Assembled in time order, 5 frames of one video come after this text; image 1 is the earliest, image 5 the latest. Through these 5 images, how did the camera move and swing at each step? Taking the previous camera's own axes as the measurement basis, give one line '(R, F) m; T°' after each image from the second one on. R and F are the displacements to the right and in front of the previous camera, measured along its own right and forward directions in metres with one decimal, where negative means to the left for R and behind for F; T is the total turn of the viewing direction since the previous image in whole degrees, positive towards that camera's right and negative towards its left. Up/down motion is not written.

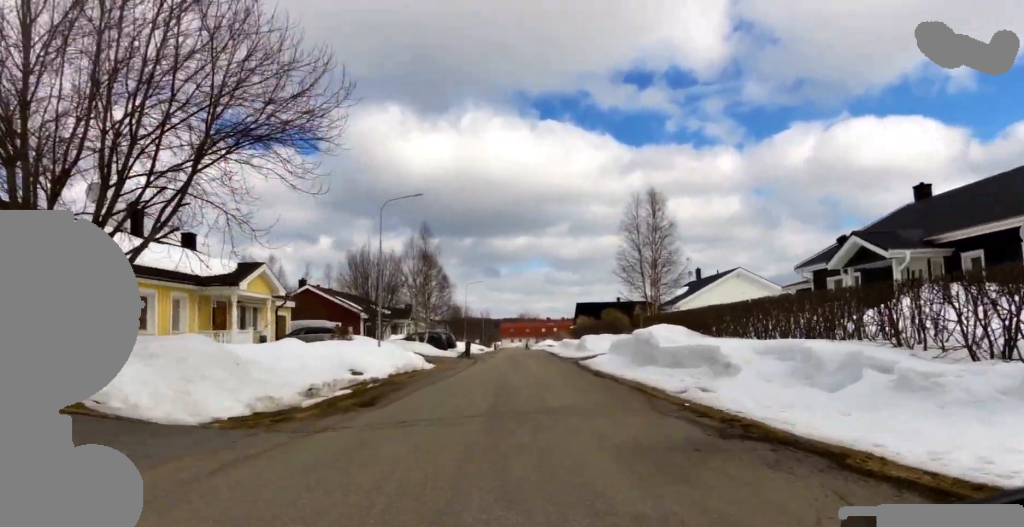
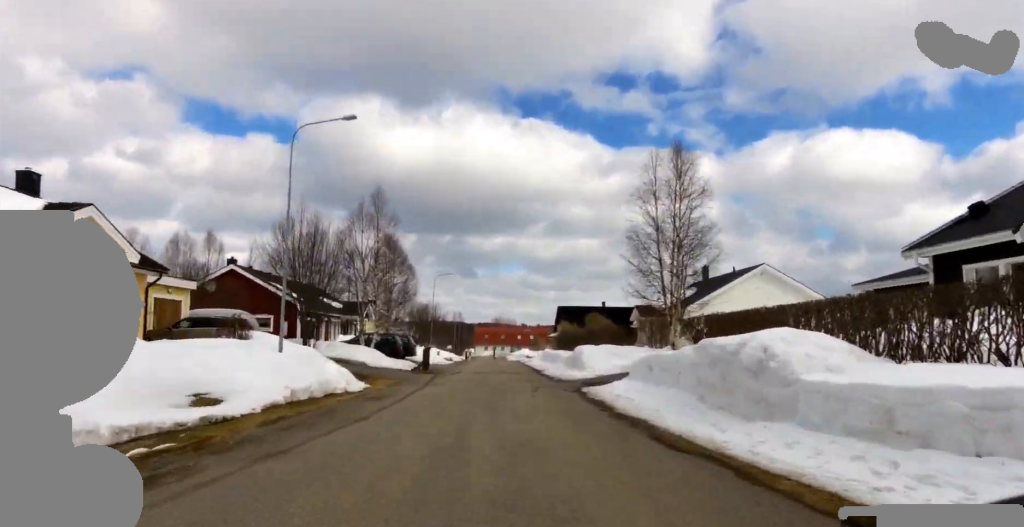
(+0.3, +9.4) m; +5°
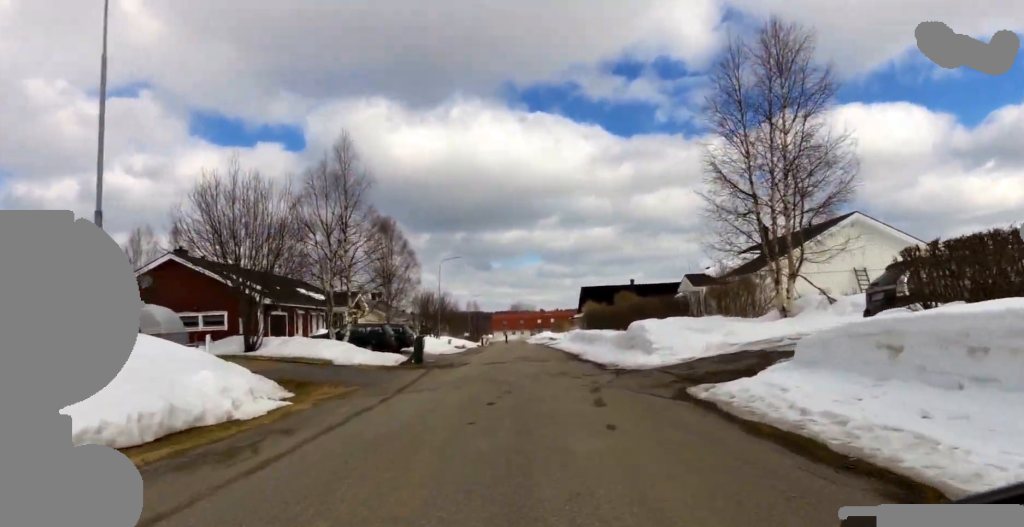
(+0.2, +8.8) m; -3°
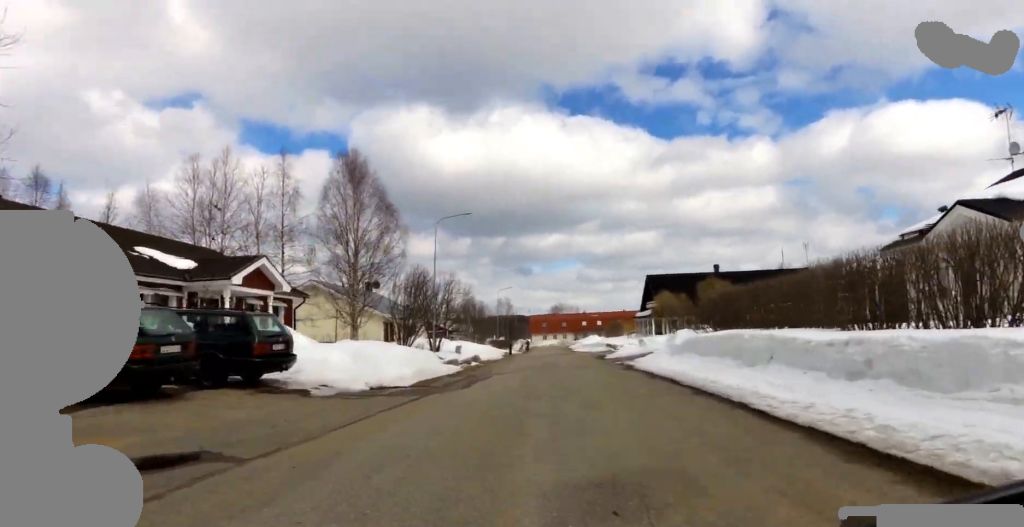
(-2.3, +20.7) m; -8°
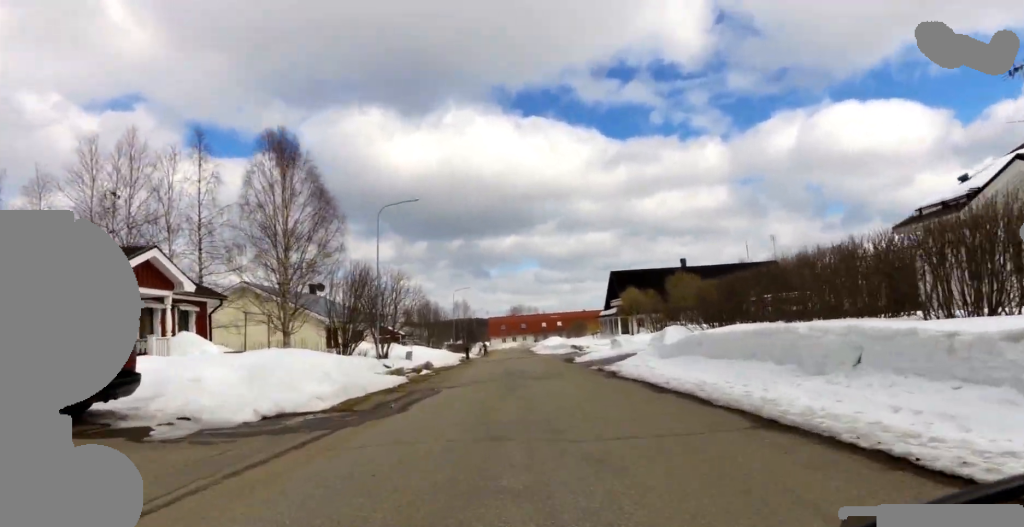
(0.0, +3.8) m; 0°
